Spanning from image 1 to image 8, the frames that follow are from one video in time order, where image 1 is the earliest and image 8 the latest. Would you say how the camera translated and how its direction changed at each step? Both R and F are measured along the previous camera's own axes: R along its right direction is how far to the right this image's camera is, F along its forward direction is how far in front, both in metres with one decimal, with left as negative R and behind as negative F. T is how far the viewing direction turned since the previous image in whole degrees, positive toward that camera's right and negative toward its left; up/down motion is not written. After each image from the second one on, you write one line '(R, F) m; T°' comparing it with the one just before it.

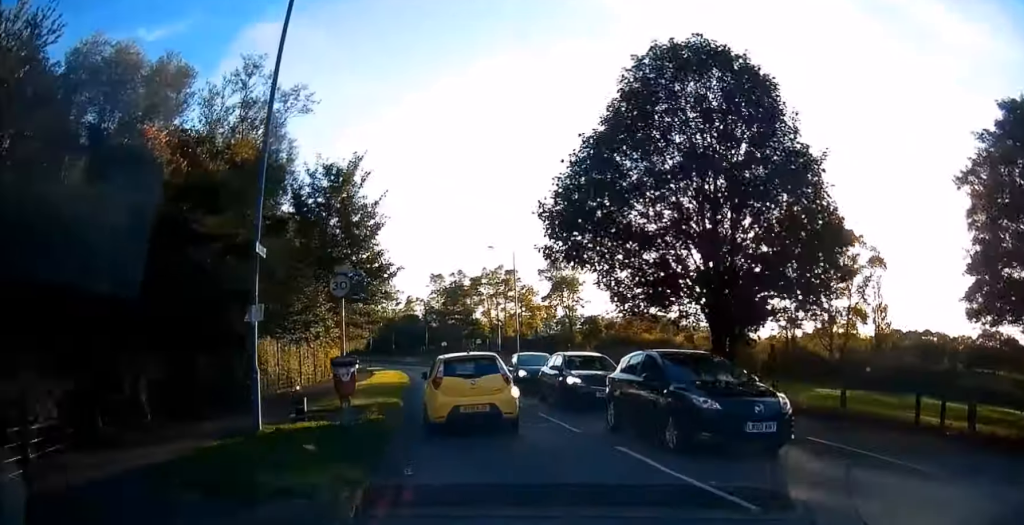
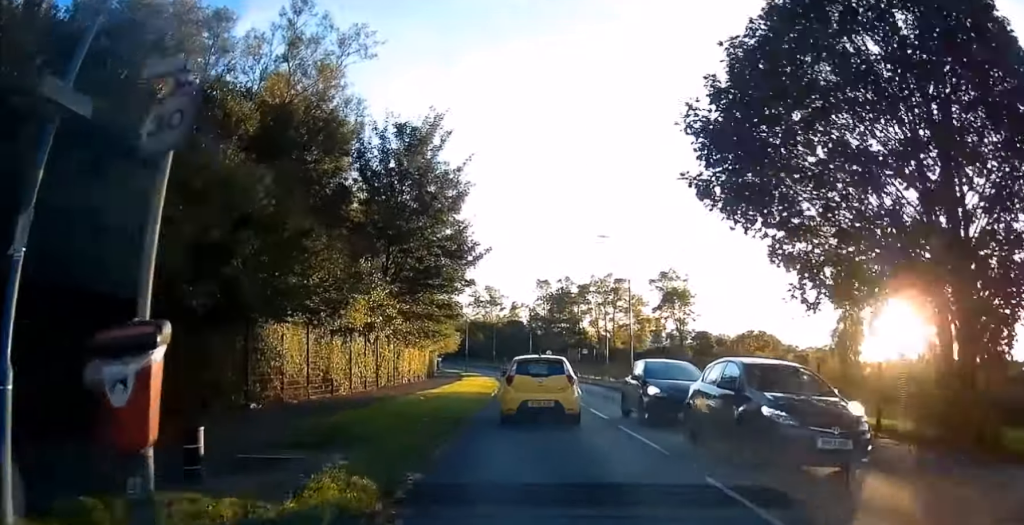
(-0.9, +7.5) m; -5°
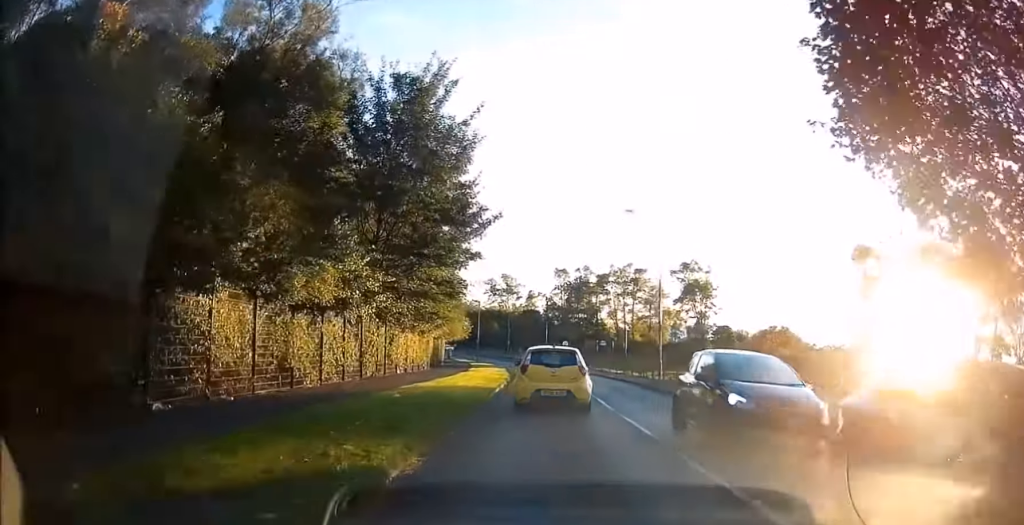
(-0.1, +4.4) m; -1°
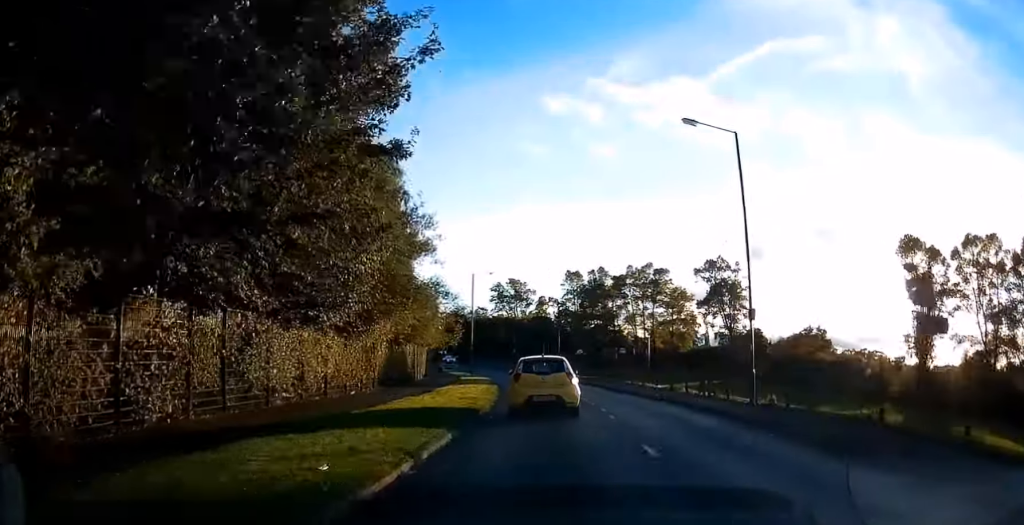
(0.0, +15.9) m; 0°
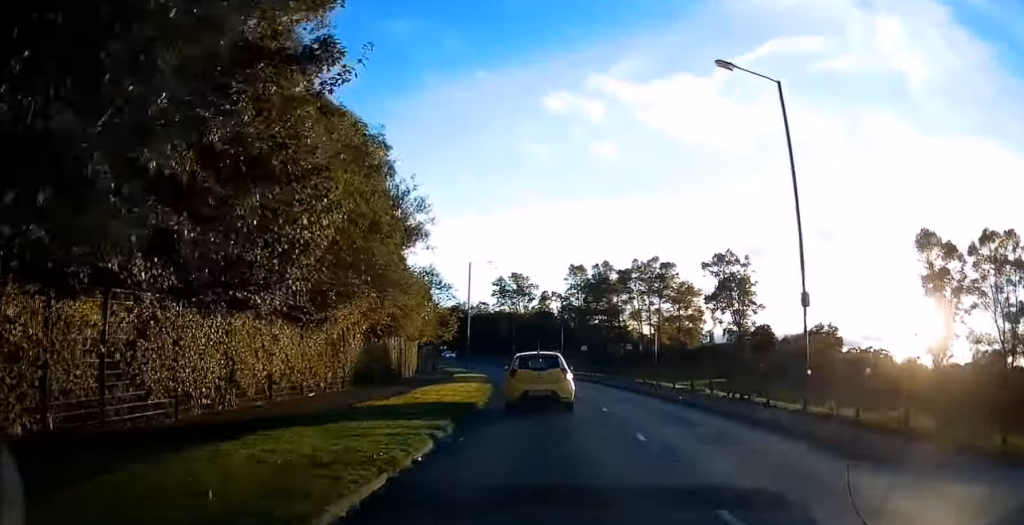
(0.0, +4.7) m; 0°
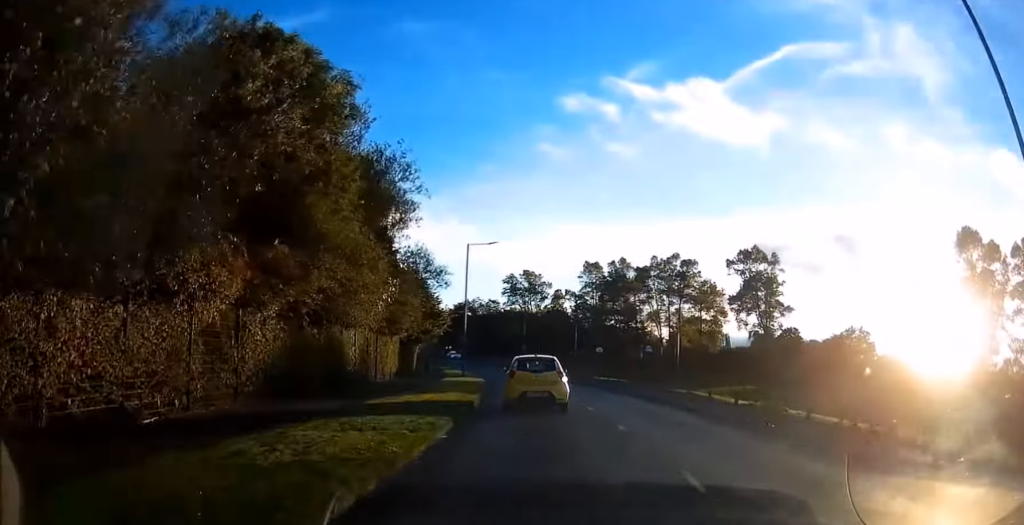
(0.0, +9.6) m; -1°
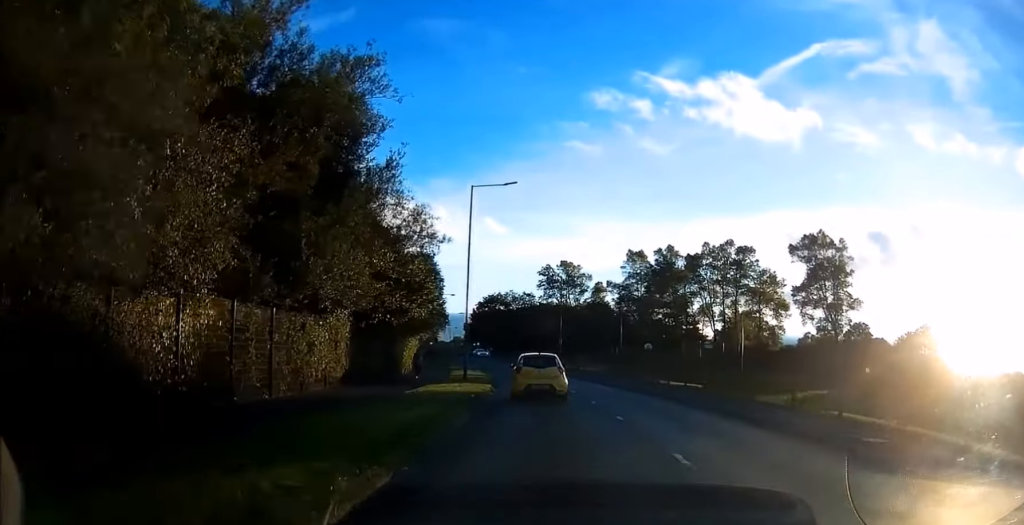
(-0.5, +16.2) m; -4°
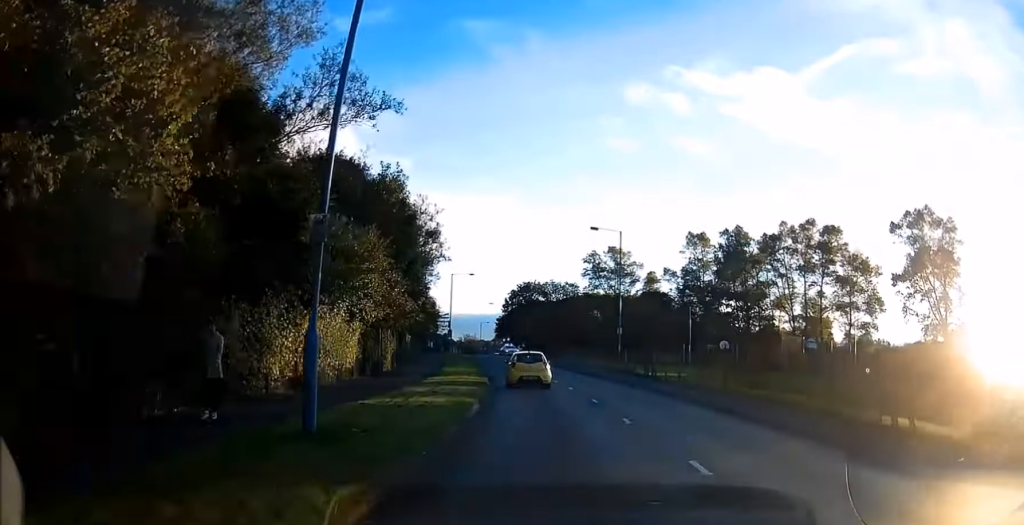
(-1.1, +23.6) m; -4°
